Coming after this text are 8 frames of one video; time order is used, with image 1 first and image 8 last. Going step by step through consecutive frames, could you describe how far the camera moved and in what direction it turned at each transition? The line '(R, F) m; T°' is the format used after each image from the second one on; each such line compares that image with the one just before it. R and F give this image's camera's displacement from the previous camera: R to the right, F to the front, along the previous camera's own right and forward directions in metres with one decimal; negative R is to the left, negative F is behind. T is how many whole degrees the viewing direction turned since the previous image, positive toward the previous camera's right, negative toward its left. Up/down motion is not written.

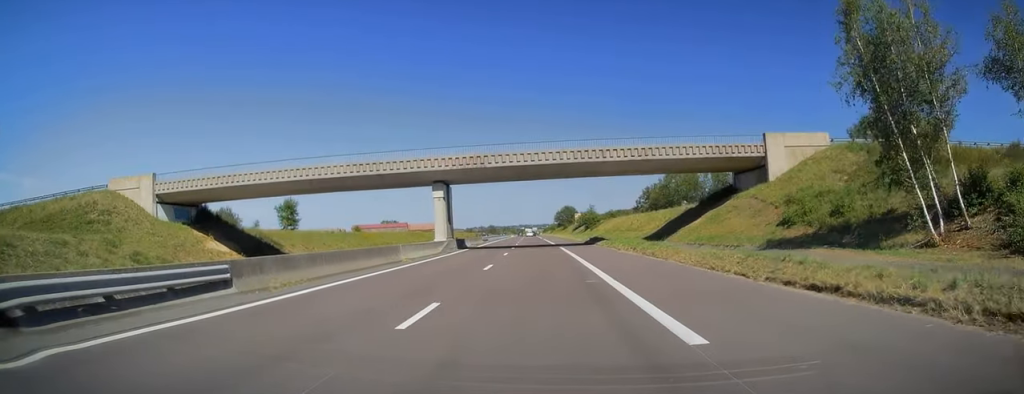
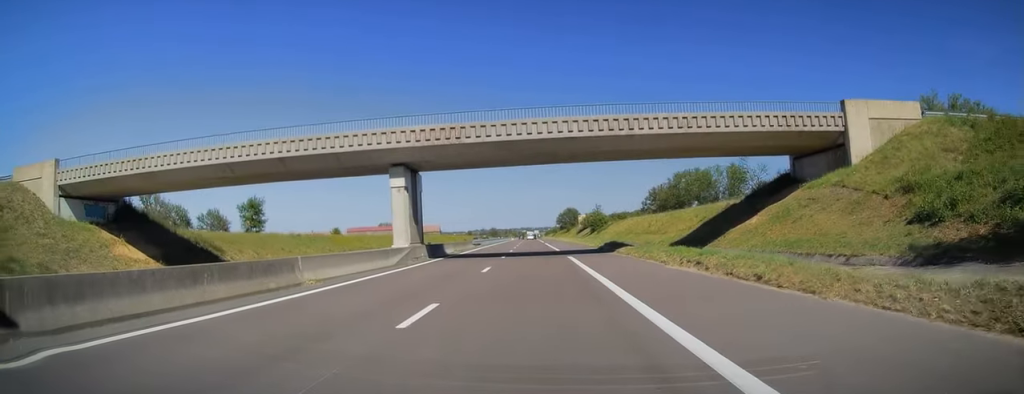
(0.0, +12.7) m; -1°
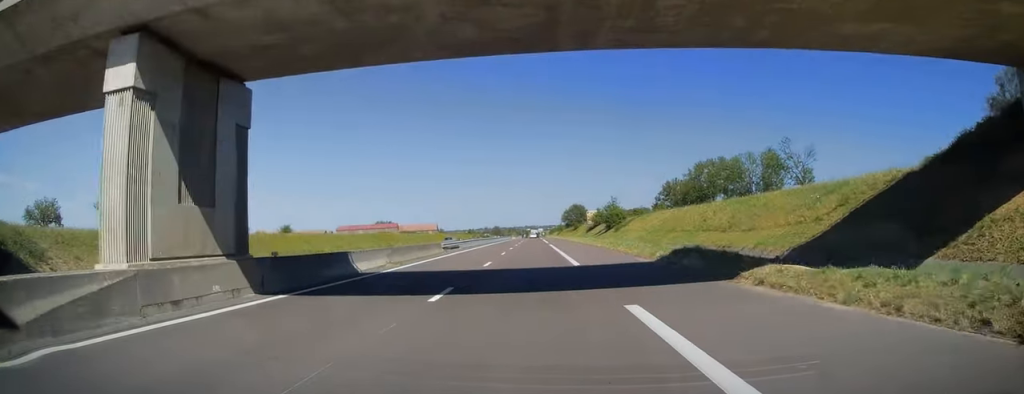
(-0.3, +22.6) m; -1°
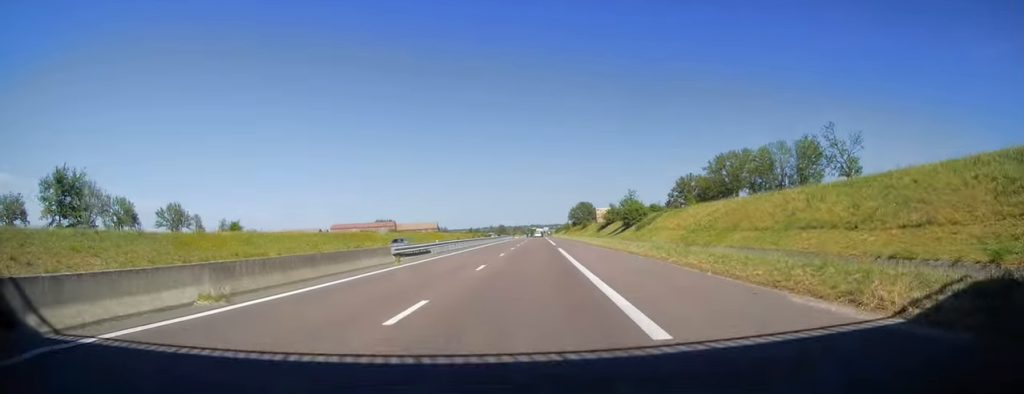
(-0.1, +16.2) m; 0°
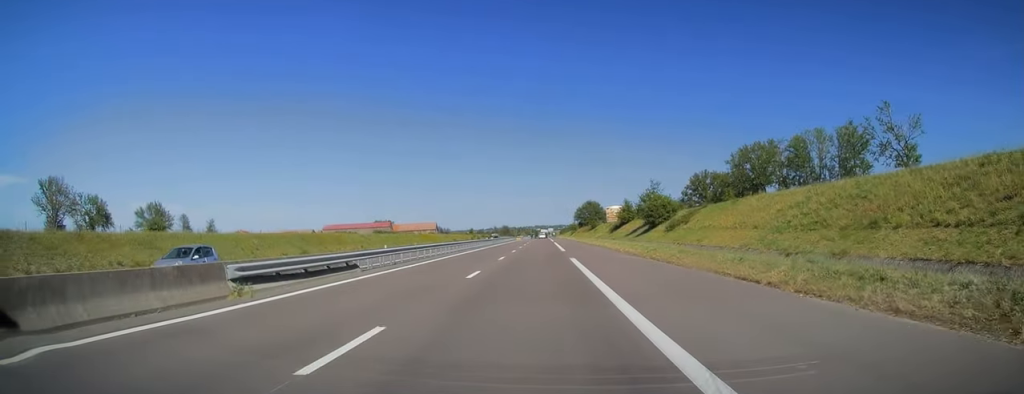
(0.0, +16.2) m; 0°
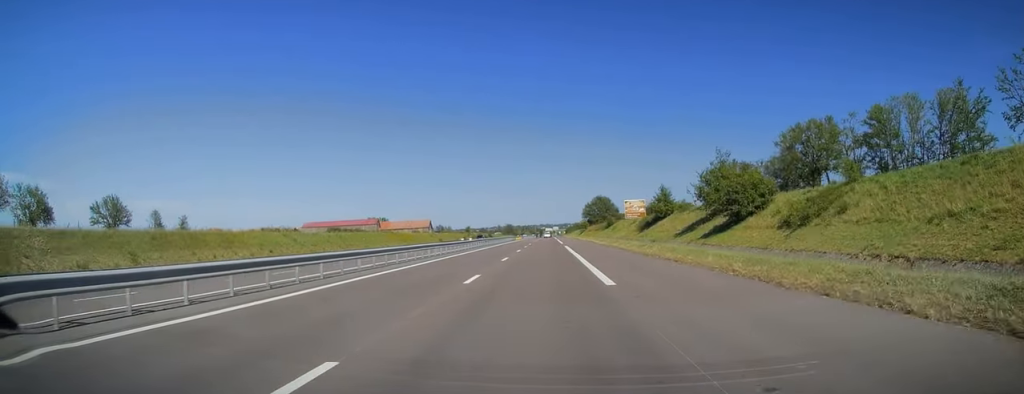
(0.0, +28.5) m; 0°
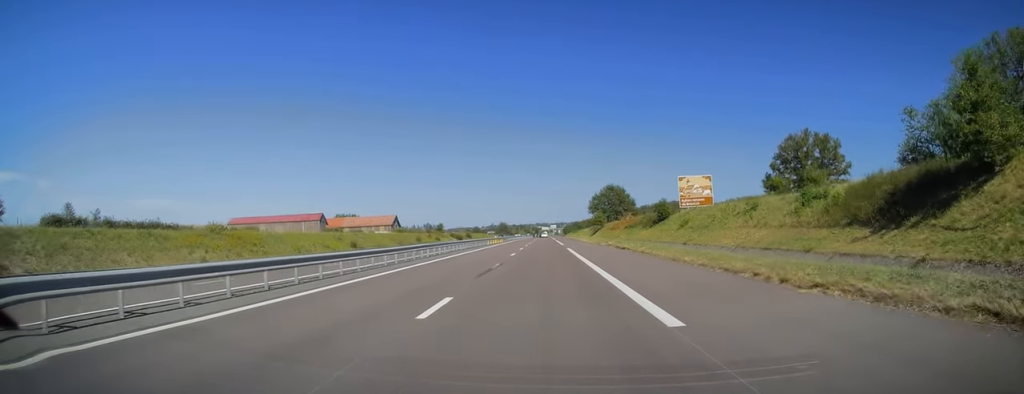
(+0.8, +58.4) m; +1°
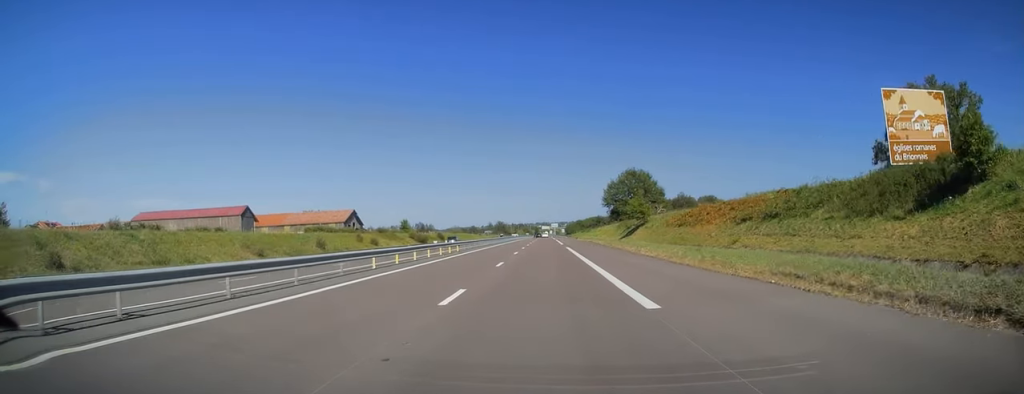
(-0.6, +50.1) m; -1°
